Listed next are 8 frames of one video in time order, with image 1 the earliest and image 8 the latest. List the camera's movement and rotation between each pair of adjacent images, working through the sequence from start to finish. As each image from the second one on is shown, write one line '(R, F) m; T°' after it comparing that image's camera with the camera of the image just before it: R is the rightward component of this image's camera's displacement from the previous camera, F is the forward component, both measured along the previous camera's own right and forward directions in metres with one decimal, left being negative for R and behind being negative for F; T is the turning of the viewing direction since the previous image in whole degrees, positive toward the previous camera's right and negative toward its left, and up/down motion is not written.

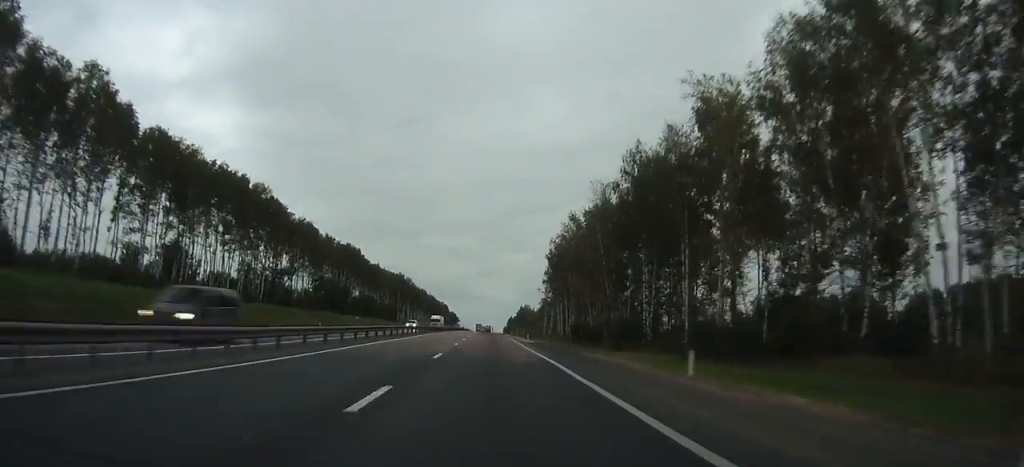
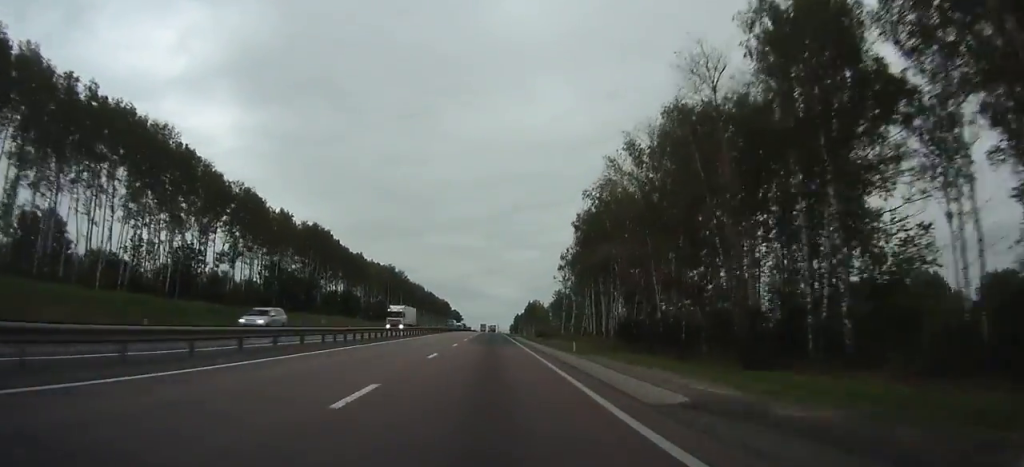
(-0.3, +35.8) m; -1°
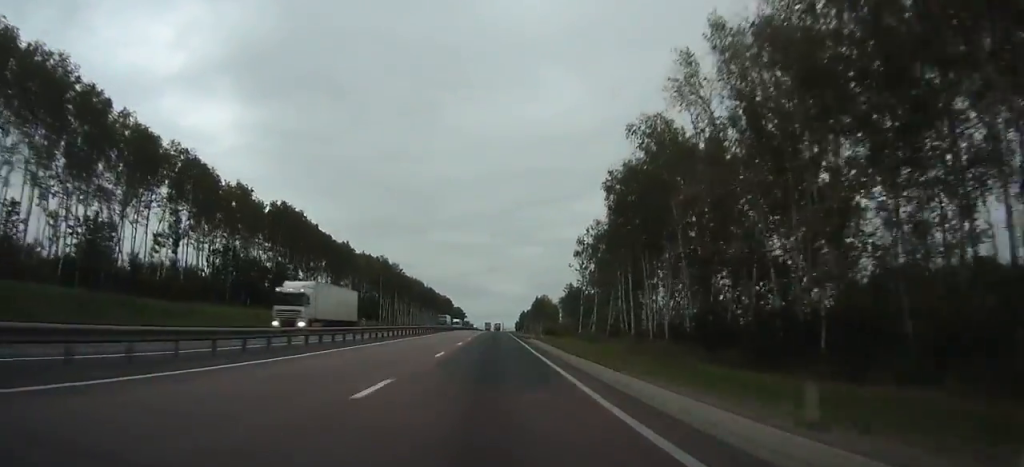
(-0.1, +22.8) m; 0°
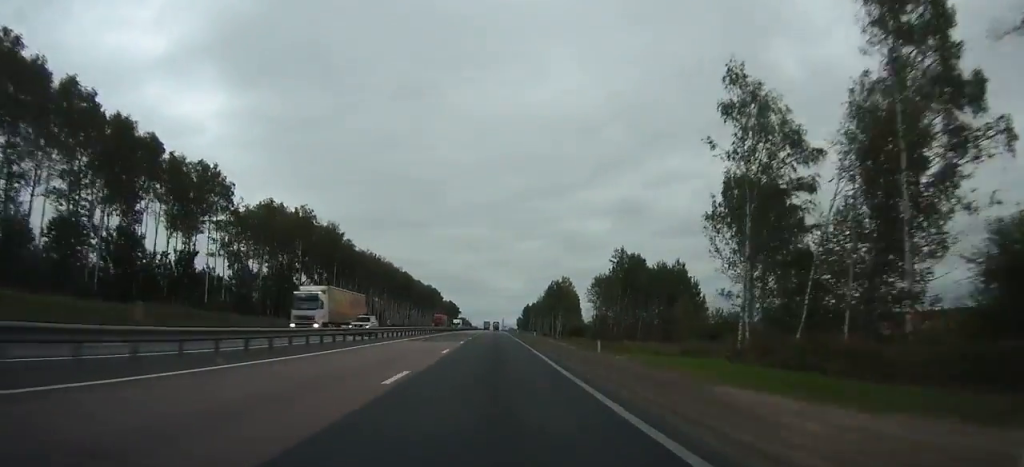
(-0.4, +82.2) m; 0°
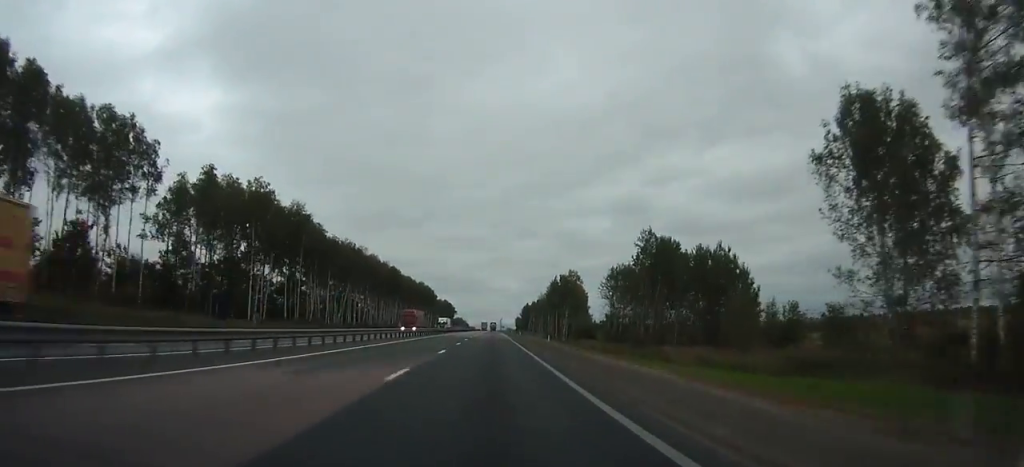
(+0.1, +22.7) m; 0°
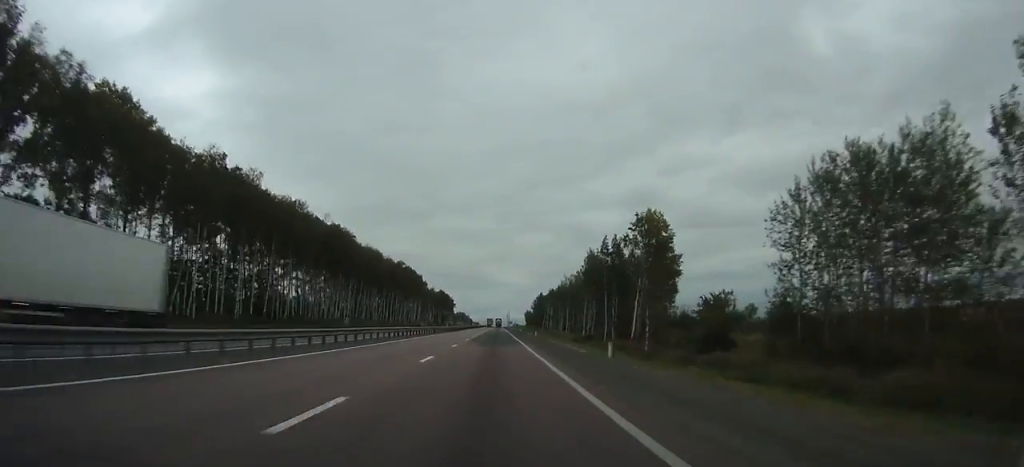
(-0.5, +77.5) m; -1°
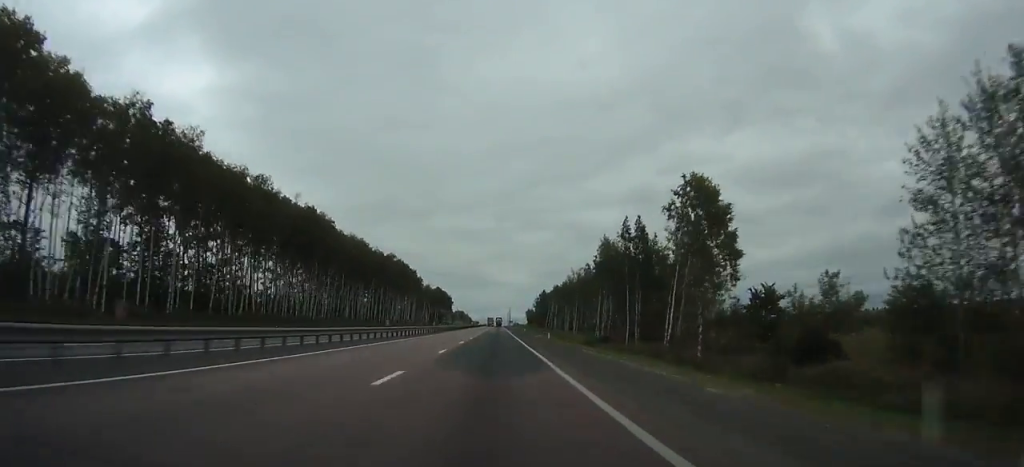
(-0.1, +18.8) m; 0°
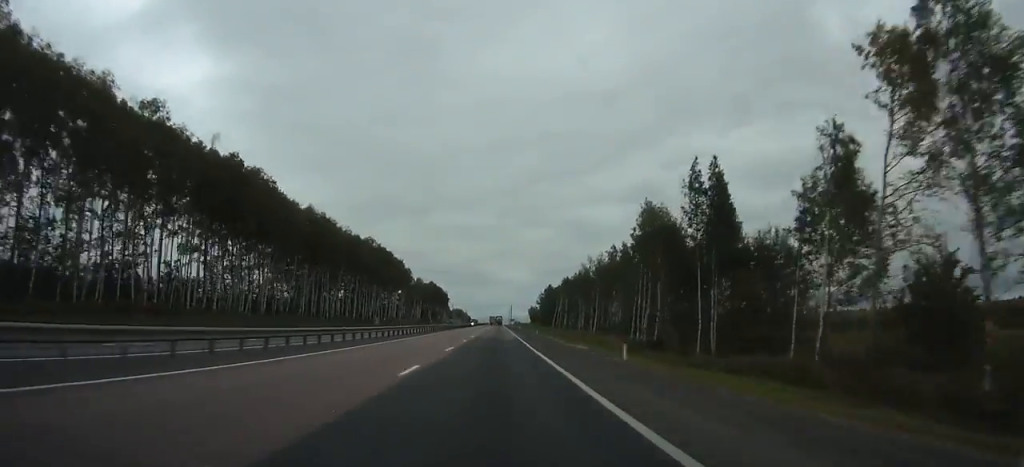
(0.0, +33.6) m; 0°
